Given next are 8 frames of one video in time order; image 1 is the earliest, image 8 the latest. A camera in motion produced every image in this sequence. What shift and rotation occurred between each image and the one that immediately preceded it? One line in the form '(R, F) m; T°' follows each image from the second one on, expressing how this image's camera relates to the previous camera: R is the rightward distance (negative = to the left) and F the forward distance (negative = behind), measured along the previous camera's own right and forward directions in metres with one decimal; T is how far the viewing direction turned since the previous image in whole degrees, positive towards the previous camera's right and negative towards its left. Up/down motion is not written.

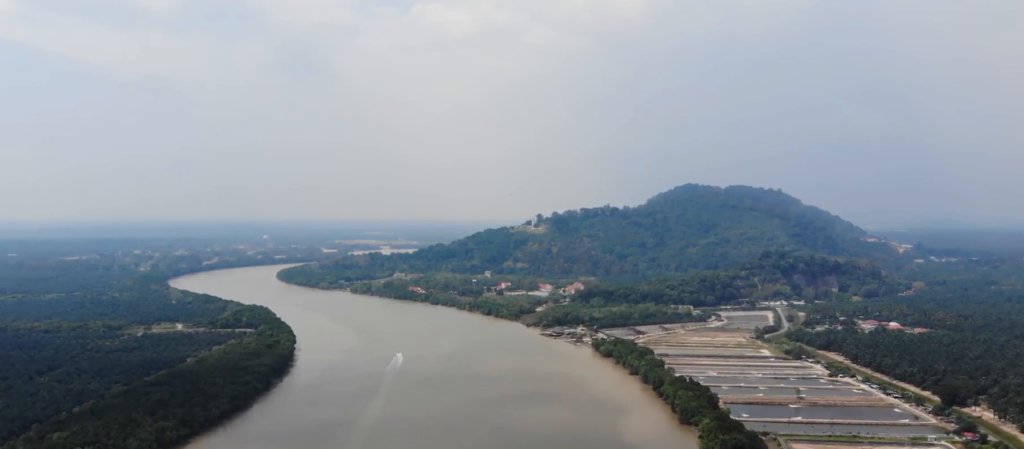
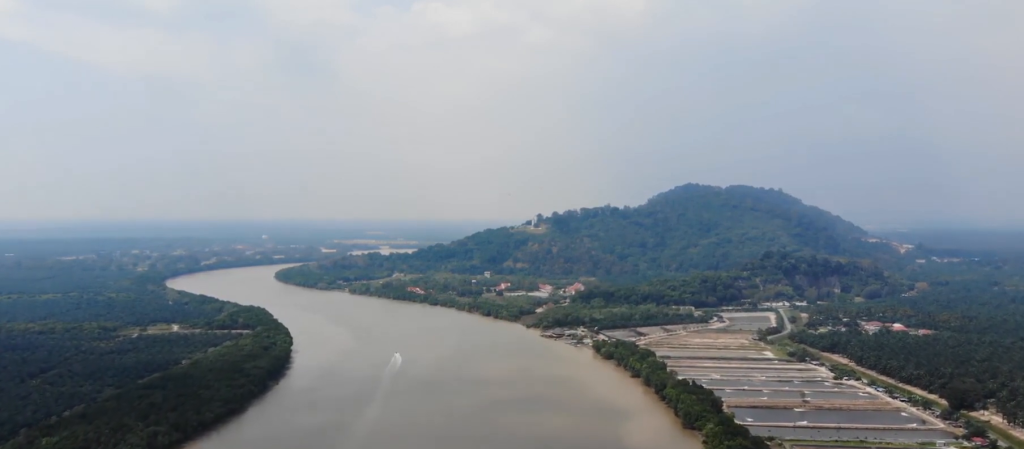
(0.0, +12.9) m; 0°
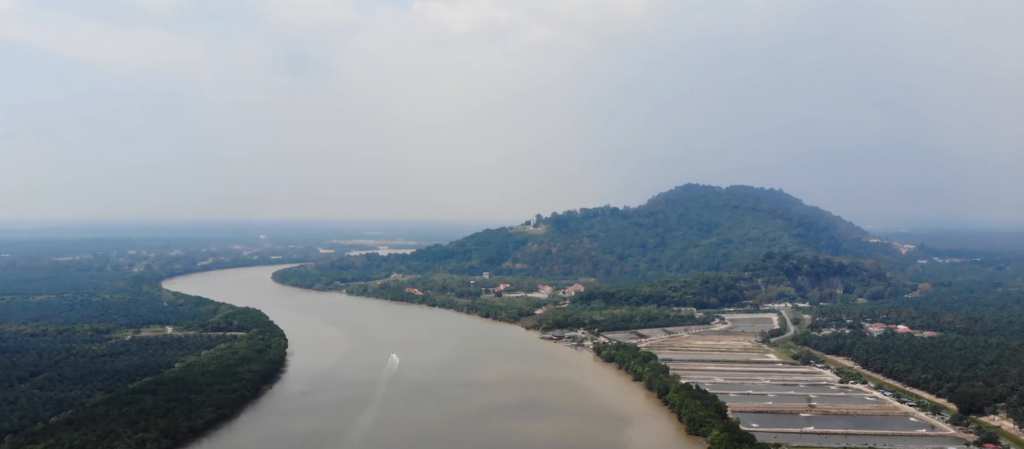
(0.0, +16.3) m; 0°
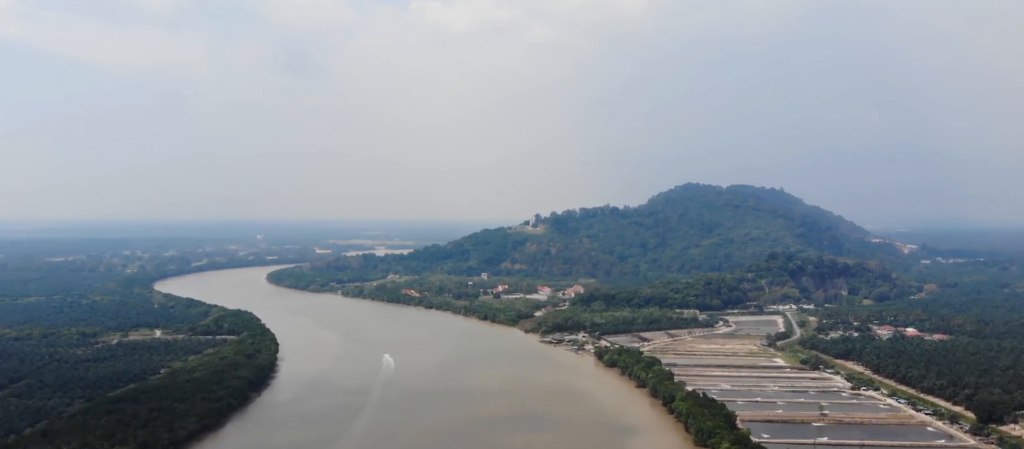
(0.0, +30.2) m; 0°
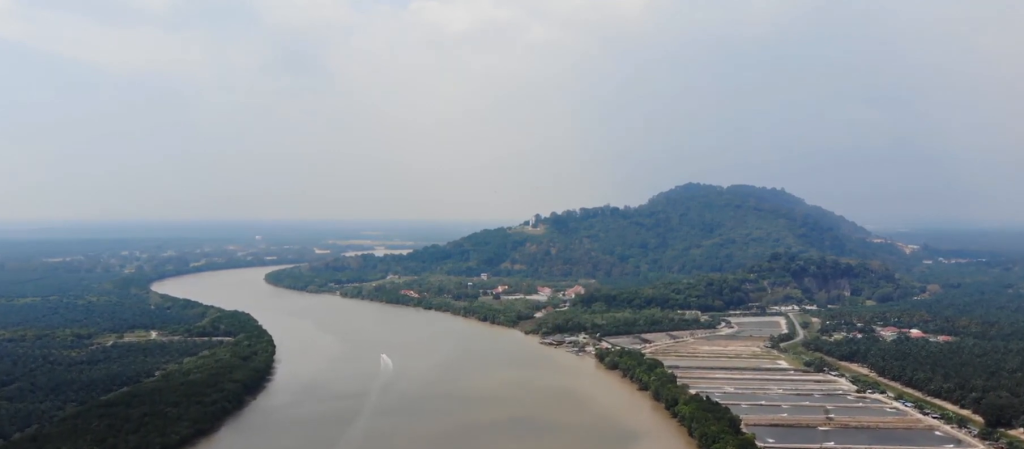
(0.0, +11.9) m; 0°
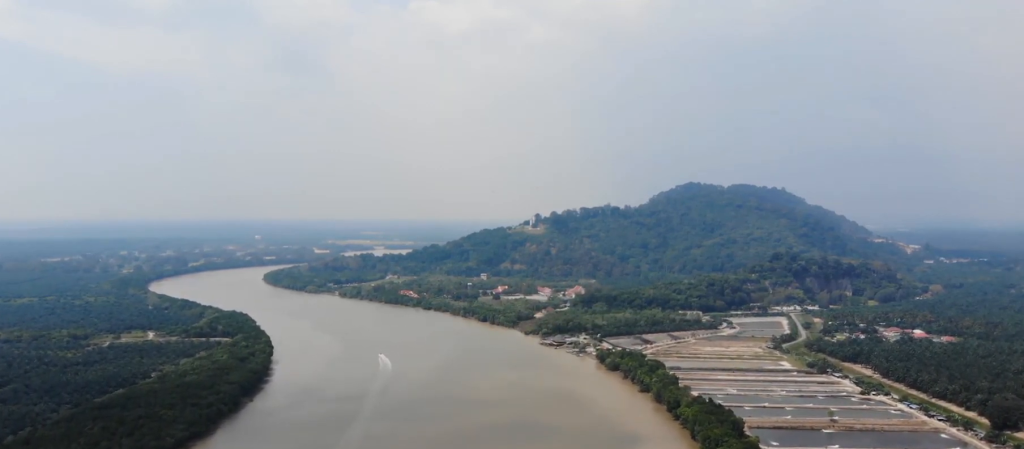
(0.0, +8.5) m; 0°
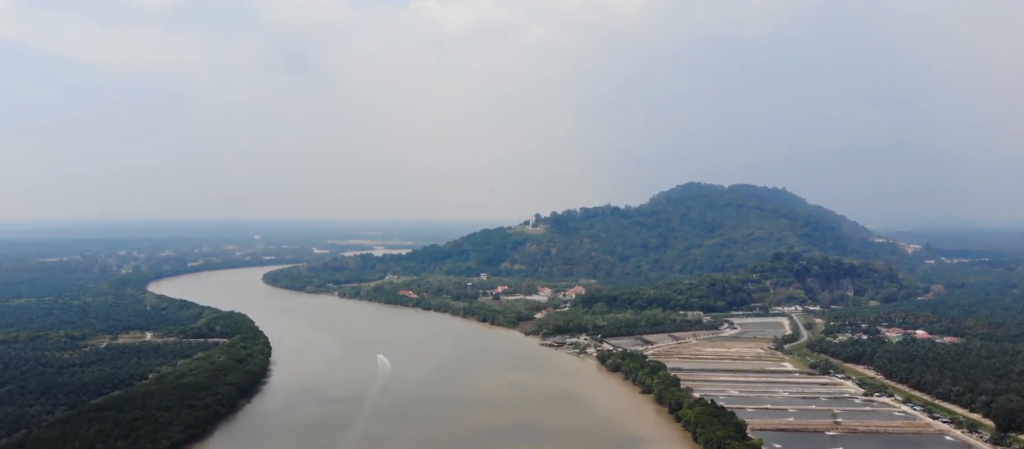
(0.0, +6.4) m; 0°
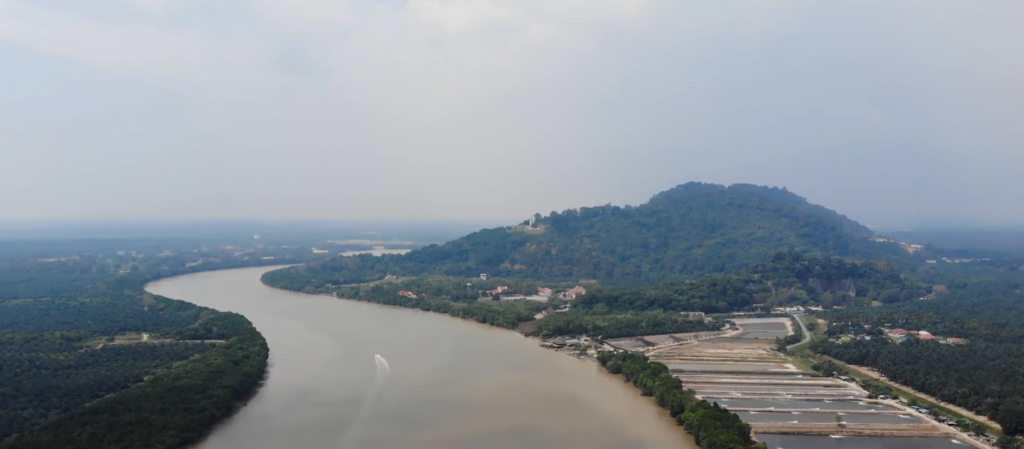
(0.0, +9.4) m; 0°
